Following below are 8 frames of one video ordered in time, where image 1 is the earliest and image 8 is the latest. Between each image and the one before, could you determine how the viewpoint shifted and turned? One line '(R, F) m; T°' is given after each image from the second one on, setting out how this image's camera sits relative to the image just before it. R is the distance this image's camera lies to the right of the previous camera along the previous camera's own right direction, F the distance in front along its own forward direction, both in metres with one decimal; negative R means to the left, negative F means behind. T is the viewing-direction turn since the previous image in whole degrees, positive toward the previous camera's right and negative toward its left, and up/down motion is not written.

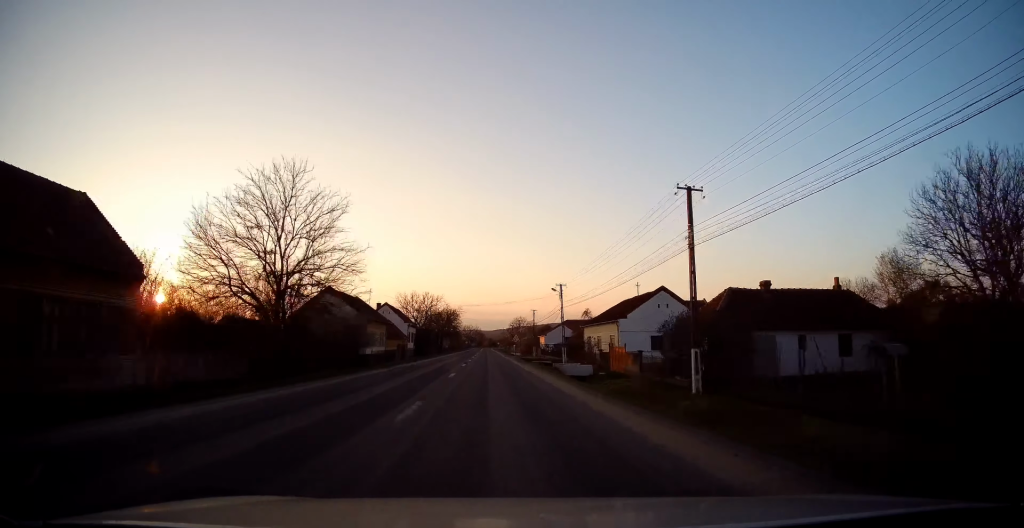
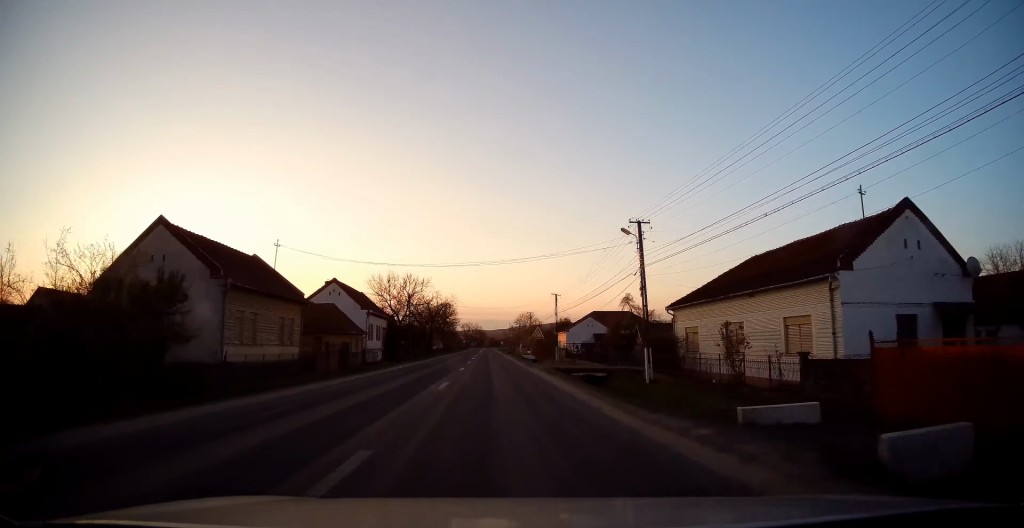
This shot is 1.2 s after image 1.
(-0.1, +29.8) m; 0°
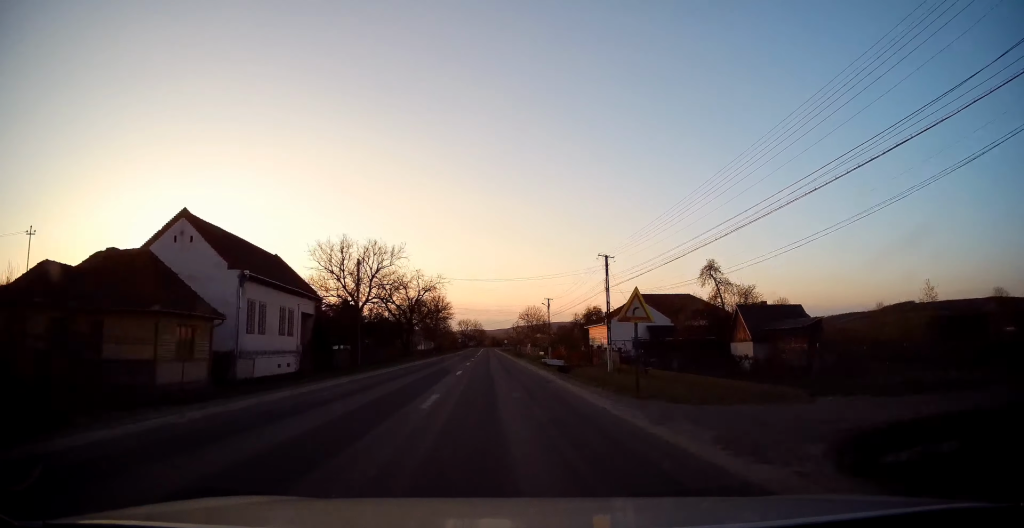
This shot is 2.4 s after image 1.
(0.0, +28.3) m; 0°
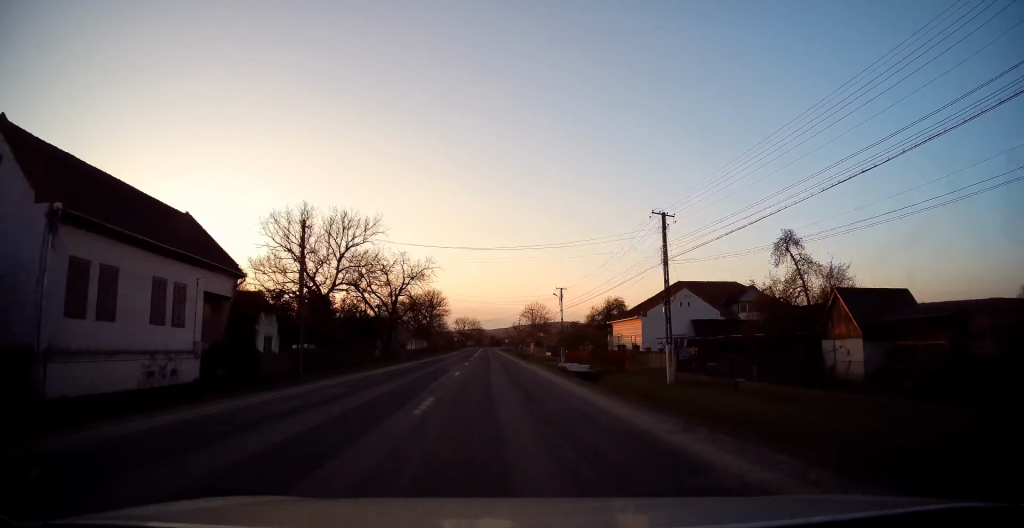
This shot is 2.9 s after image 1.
(-0.1, +12.9) m; 0°
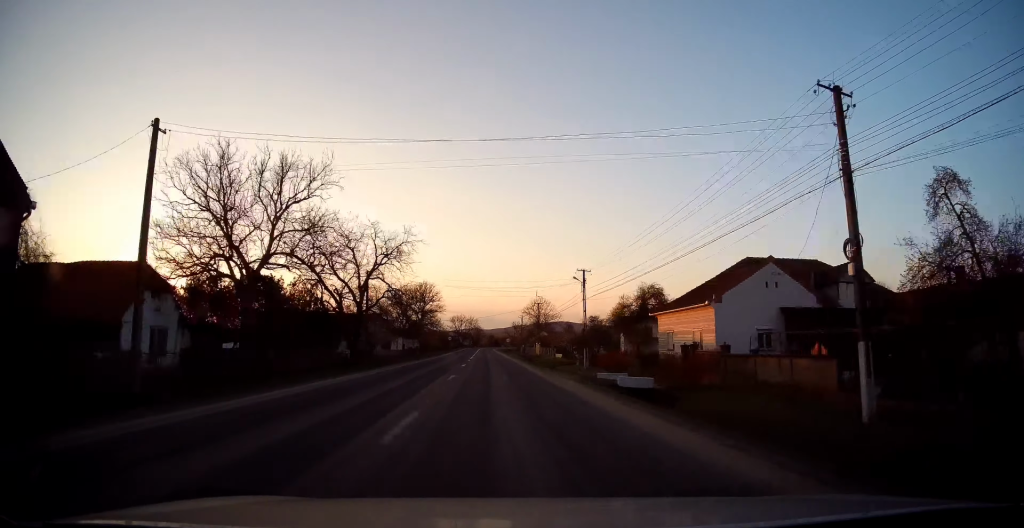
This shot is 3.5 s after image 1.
(0.0, +14.5) m; 0°
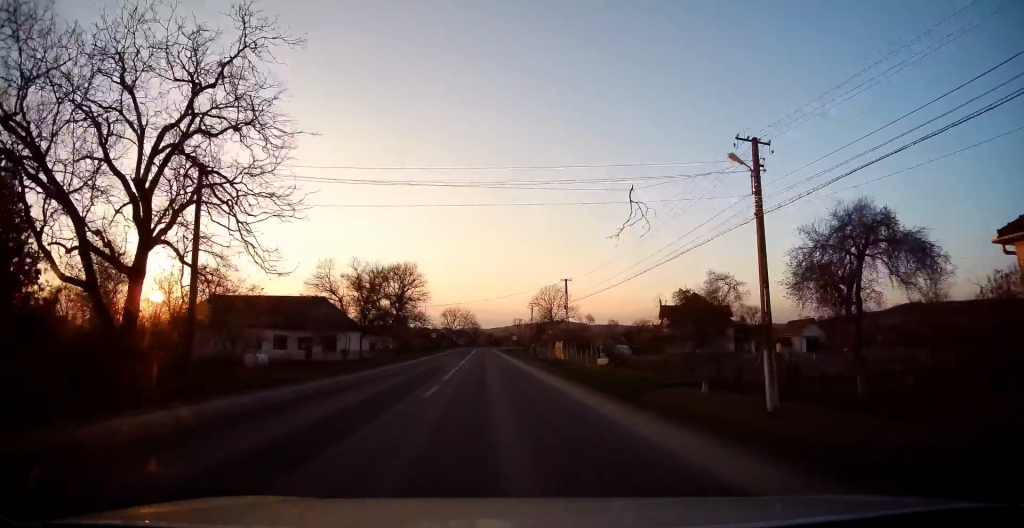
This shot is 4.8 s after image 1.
(+0.3, +29.7) m; 0°
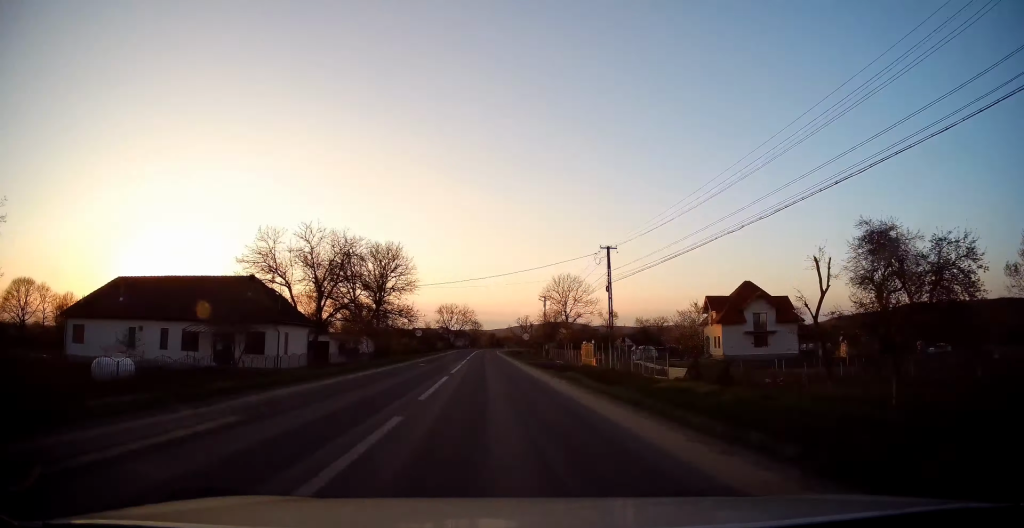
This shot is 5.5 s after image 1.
(-0.2, +18.4) m; -1°
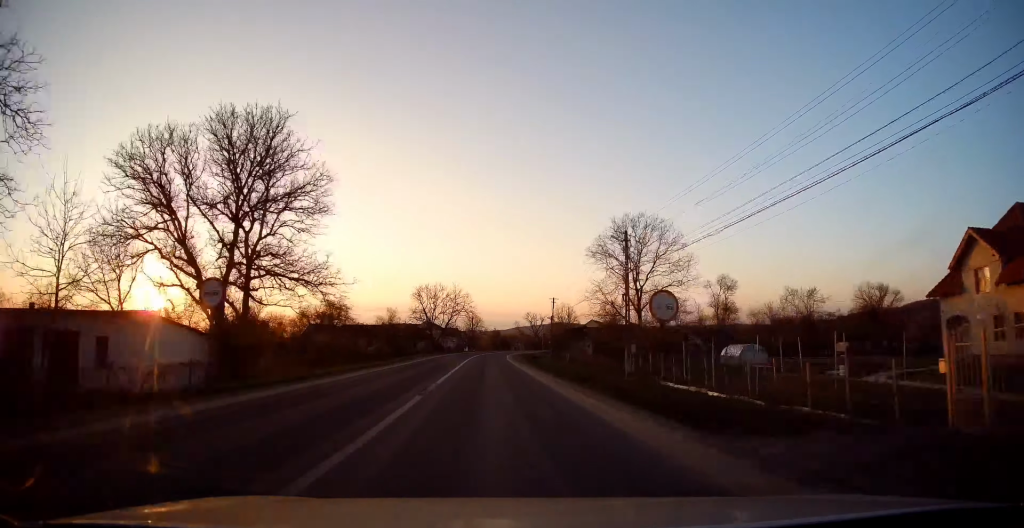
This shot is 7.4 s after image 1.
(+0.2, +43.7) m; +1°
